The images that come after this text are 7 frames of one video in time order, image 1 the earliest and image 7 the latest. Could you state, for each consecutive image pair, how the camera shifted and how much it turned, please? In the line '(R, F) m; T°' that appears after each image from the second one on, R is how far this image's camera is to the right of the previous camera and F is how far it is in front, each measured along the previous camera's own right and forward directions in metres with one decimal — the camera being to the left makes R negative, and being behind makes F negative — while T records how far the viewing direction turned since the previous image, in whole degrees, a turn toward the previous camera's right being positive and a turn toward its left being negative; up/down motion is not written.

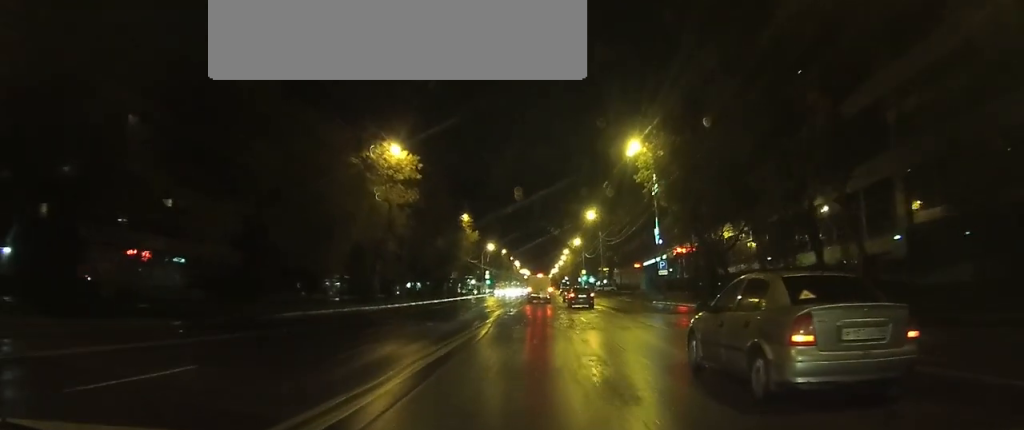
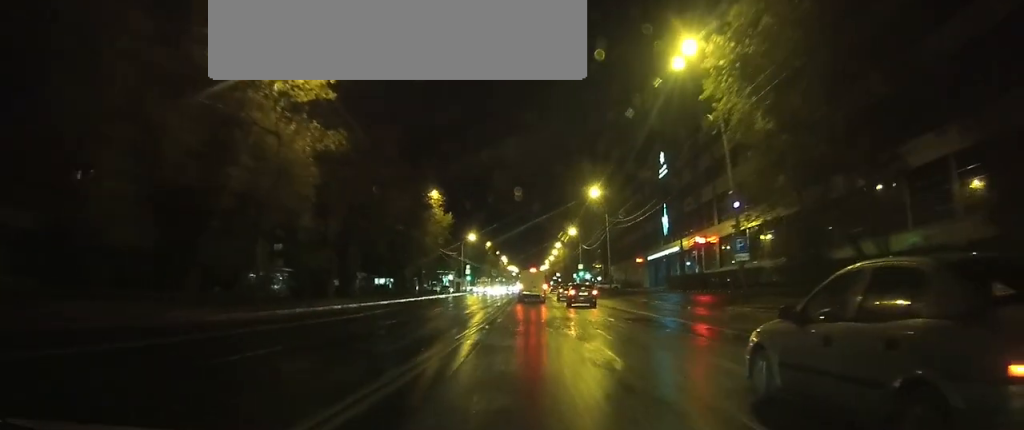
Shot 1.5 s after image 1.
(0.0, +18.0) m; 0°
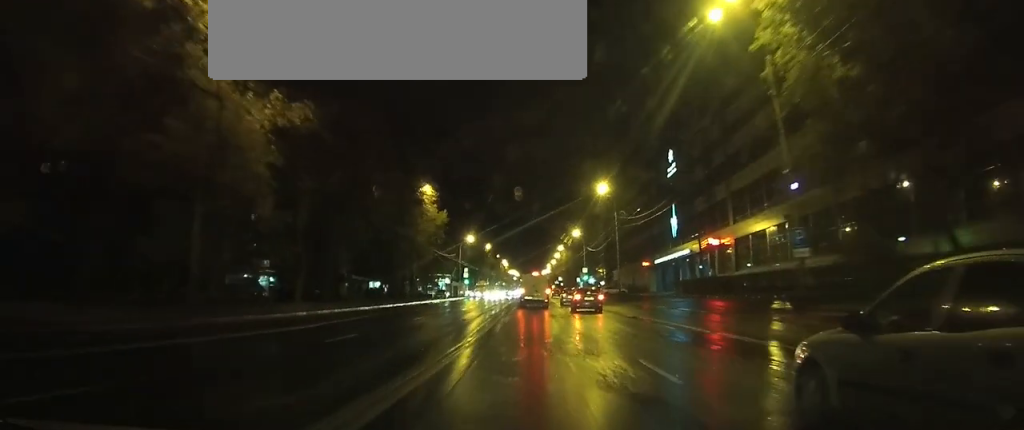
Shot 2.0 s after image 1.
(0.0, +5.4) m; 0°
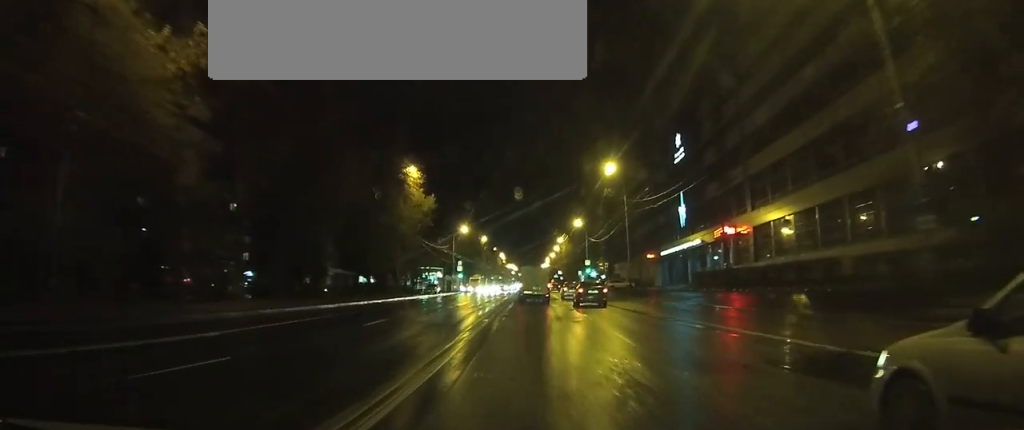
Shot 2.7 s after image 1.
(0.0, +6.8) m; 0°
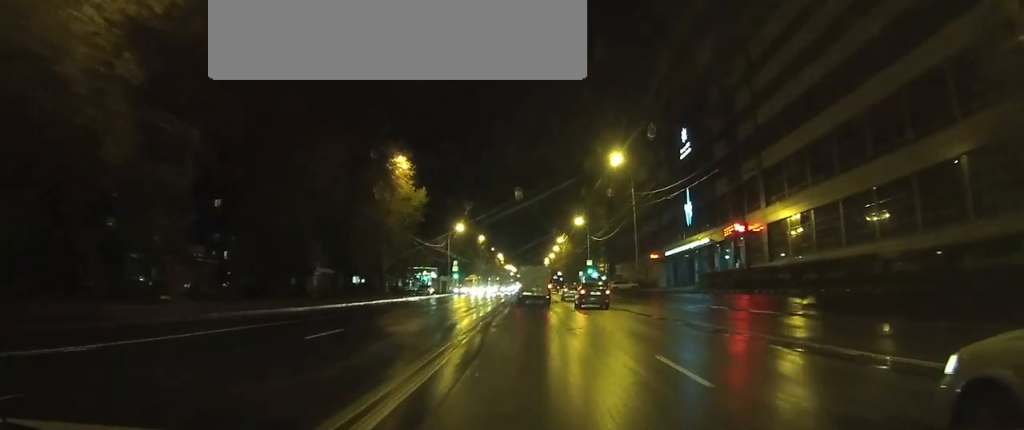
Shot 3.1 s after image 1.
(0.0, +5.0) m; 0°
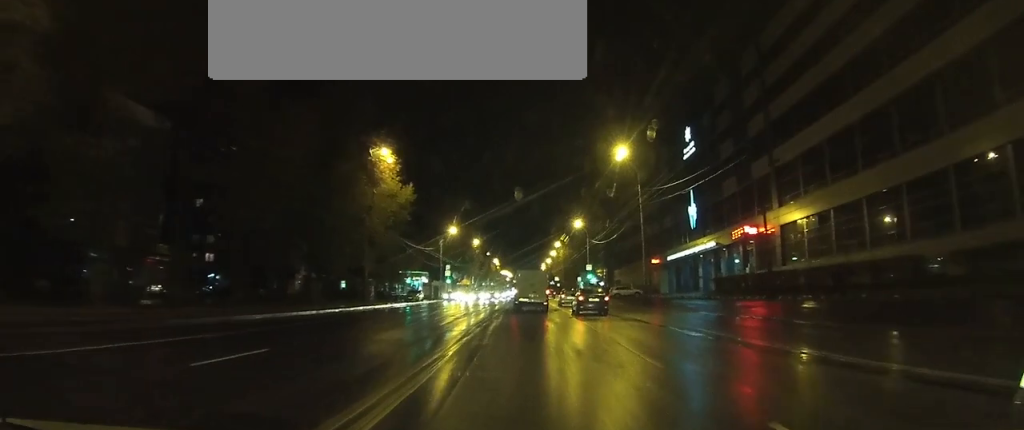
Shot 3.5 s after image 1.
(0.0, +5.0) m; 0°
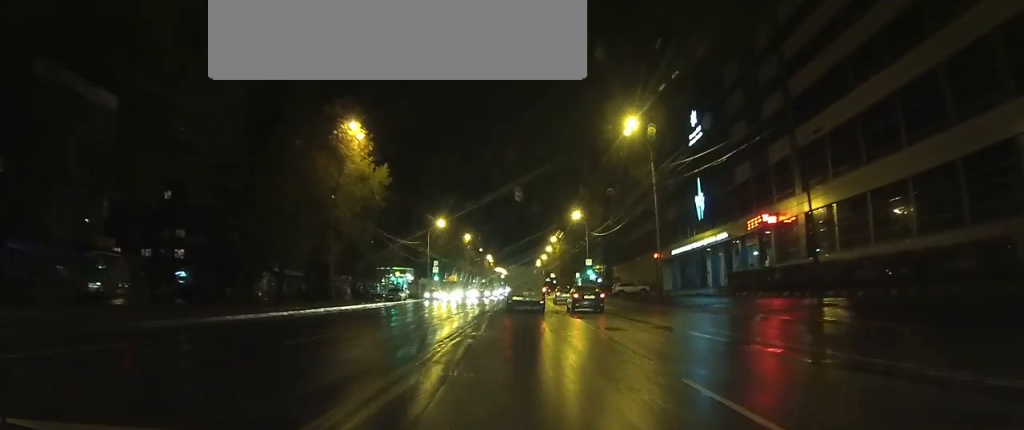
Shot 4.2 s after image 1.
(0.0, +8.3) m; 0°
